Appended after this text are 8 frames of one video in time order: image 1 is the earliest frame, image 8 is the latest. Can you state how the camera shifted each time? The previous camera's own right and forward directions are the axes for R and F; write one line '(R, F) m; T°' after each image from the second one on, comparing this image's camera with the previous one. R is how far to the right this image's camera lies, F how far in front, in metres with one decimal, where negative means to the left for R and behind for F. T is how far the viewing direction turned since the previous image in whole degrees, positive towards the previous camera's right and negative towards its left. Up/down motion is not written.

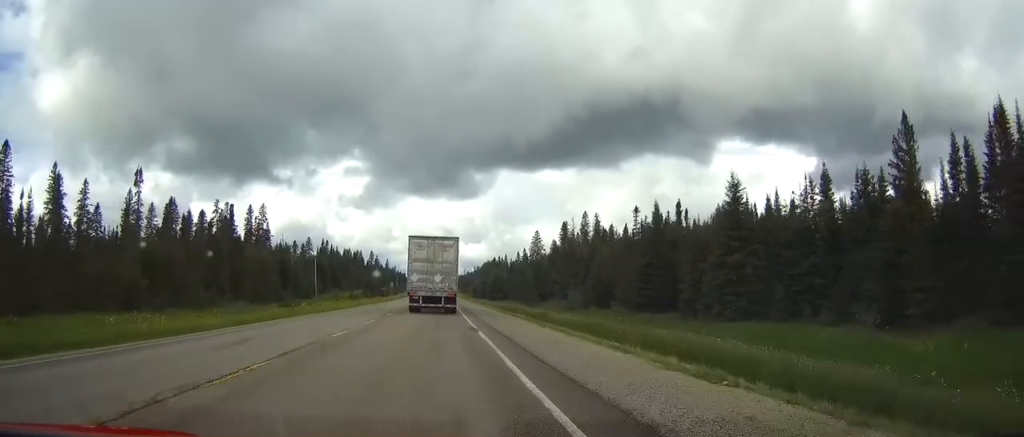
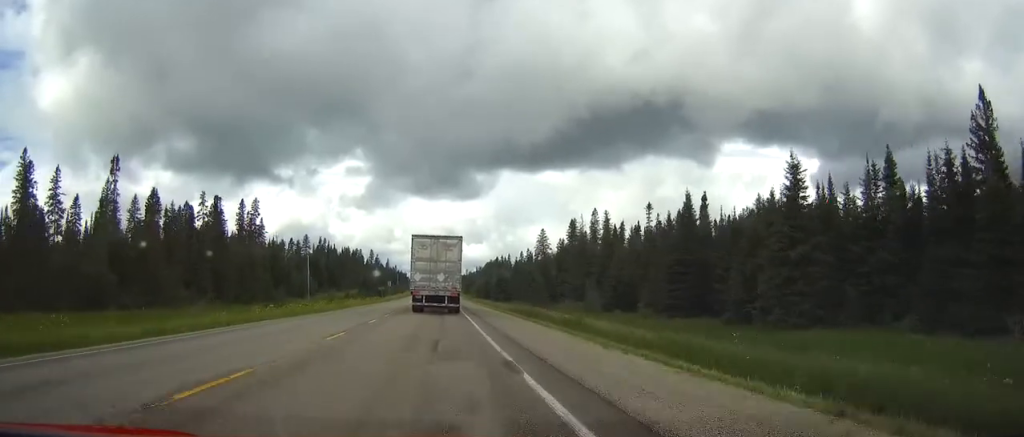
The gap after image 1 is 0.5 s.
(0.0, +10.5) m; 0°
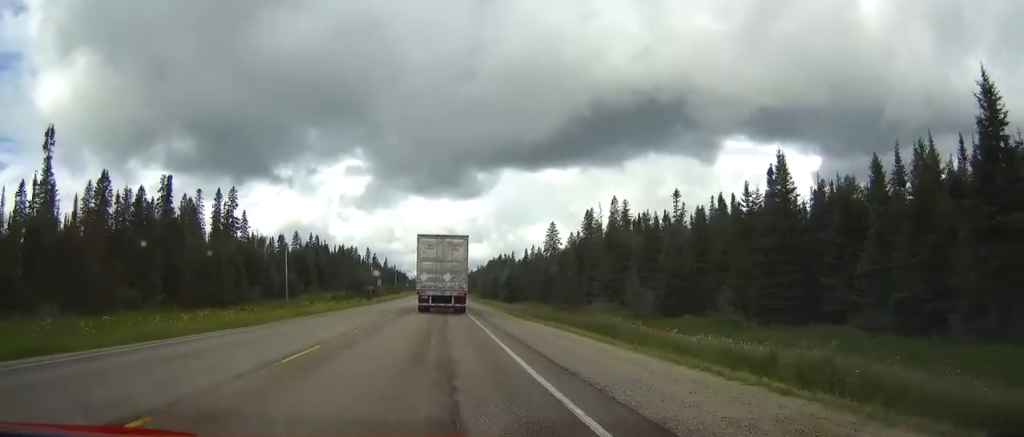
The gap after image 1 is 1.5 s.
(+0.1, +21.7) m; 0°
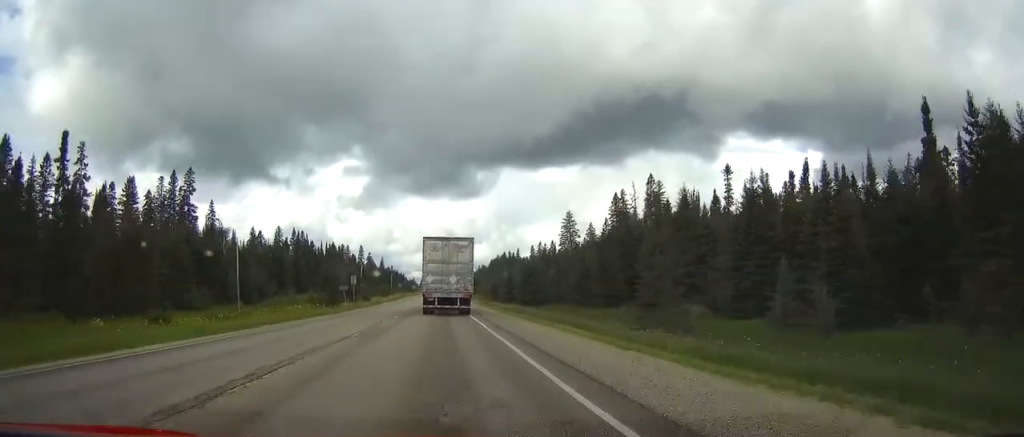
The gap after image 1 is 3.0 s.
(-0.3, +30.9) m; 0°
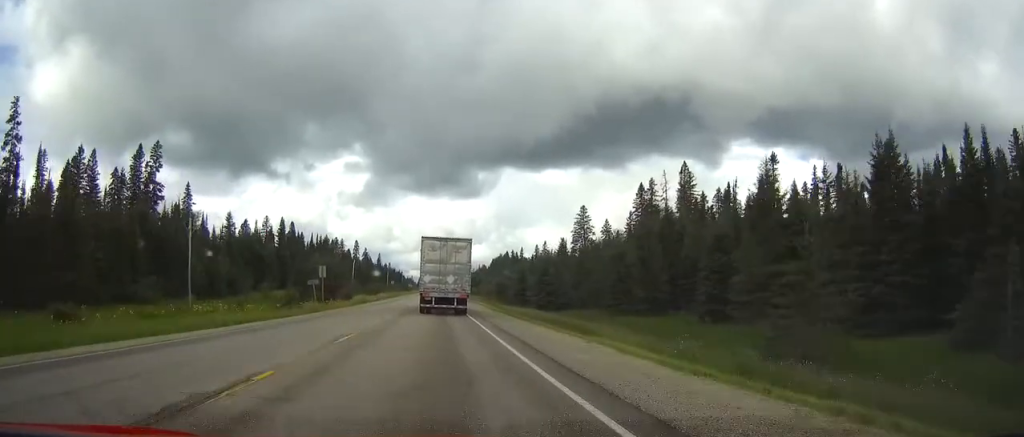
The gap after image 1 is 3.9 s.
(+0.4, +19.2) m; +1°
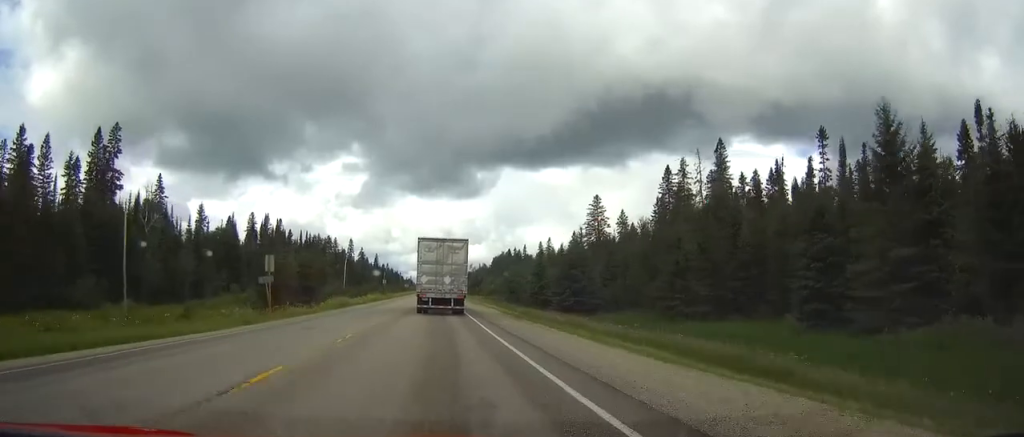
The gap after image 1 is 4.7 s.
(-0.1, +17.2) m; 0°
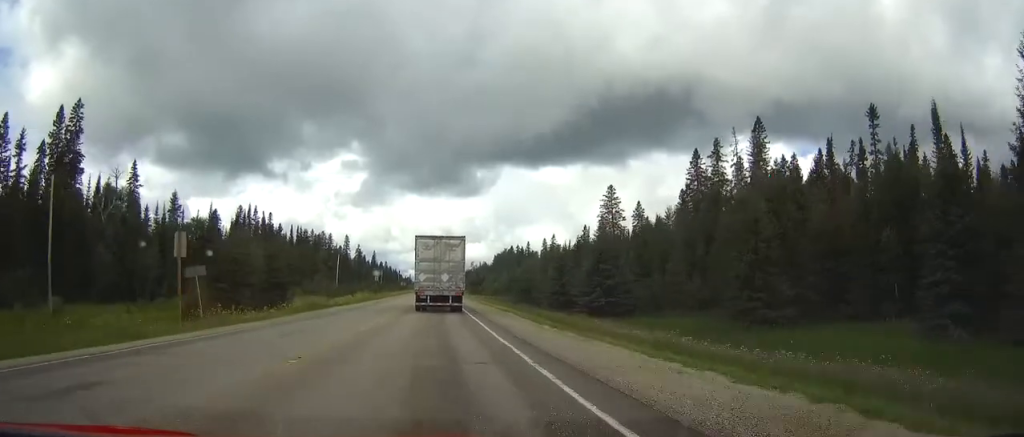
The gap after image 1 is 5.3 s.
(0.0, +13.7) m; 0°
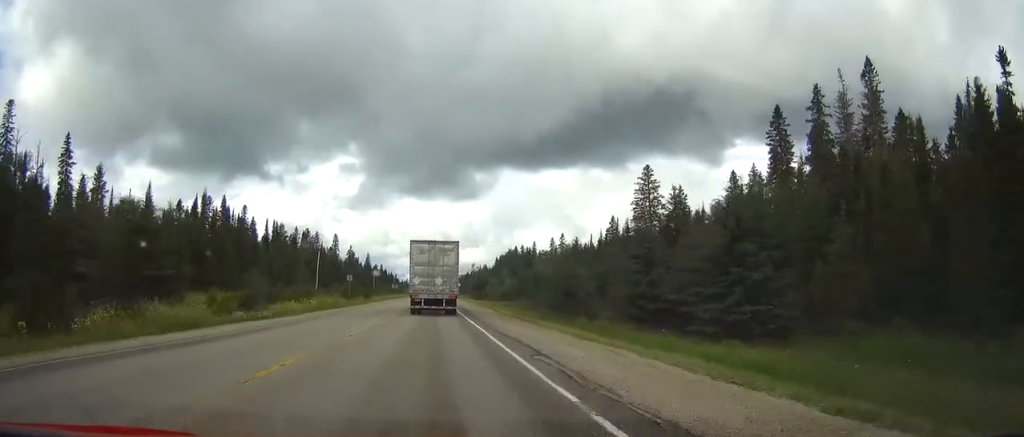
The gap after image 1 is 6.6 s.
(+0.1, +28.3) m; 0°
